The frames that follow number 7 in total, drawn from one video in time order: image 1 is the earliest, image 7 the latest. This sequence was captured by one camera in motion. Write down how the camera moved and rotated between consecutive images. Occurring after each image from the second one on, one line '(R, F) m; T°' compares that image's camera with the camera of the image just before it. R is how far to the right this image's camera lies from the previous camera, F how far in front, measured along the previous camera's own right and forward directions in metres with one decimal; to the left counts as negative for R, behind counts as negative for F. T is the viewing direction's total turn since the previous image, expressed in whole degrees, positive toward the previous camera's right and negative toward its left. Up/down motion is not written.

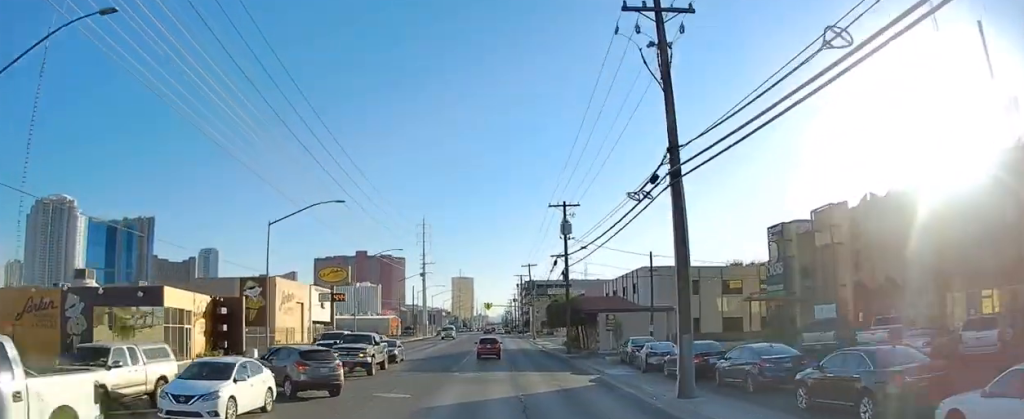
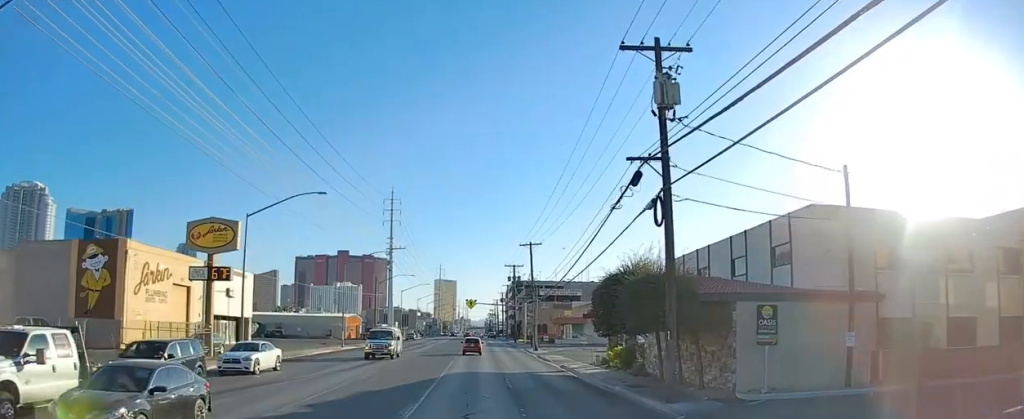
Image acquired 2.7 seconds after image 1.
(-0.5, +30.0) m; +2°
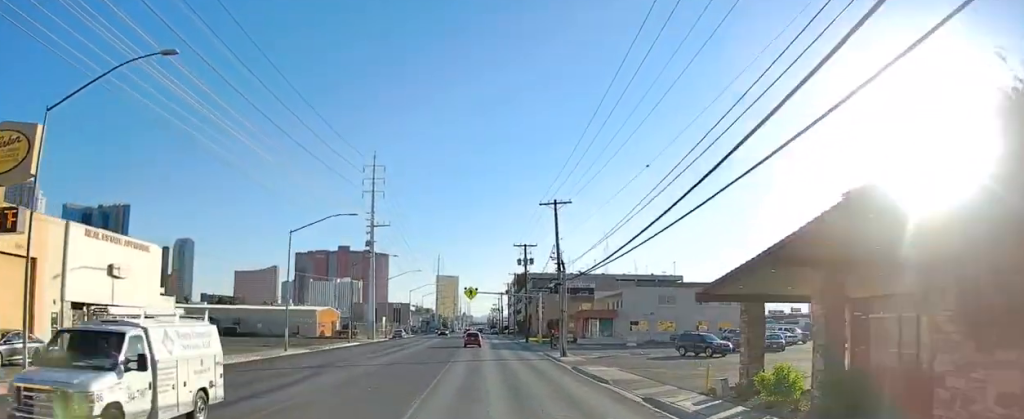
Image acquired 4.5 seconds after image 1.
(+1.3, +22.8) m; +3°
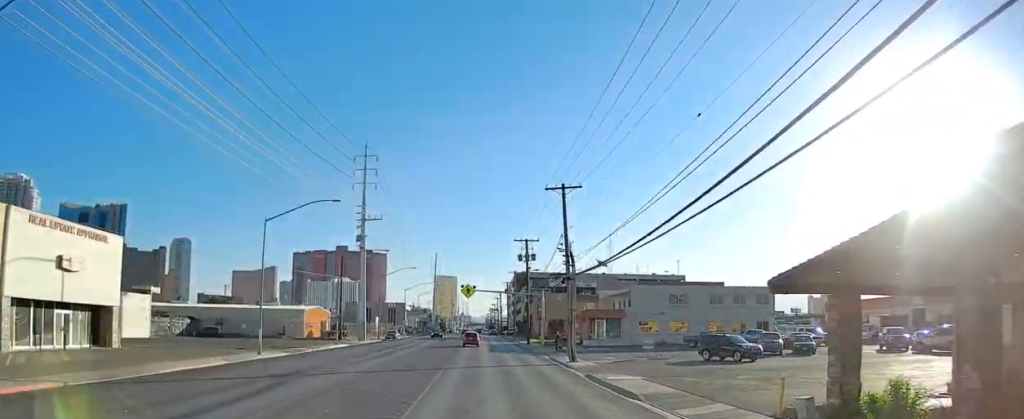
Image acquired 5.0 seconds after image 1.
(+0.1, +6.4) m; 0°
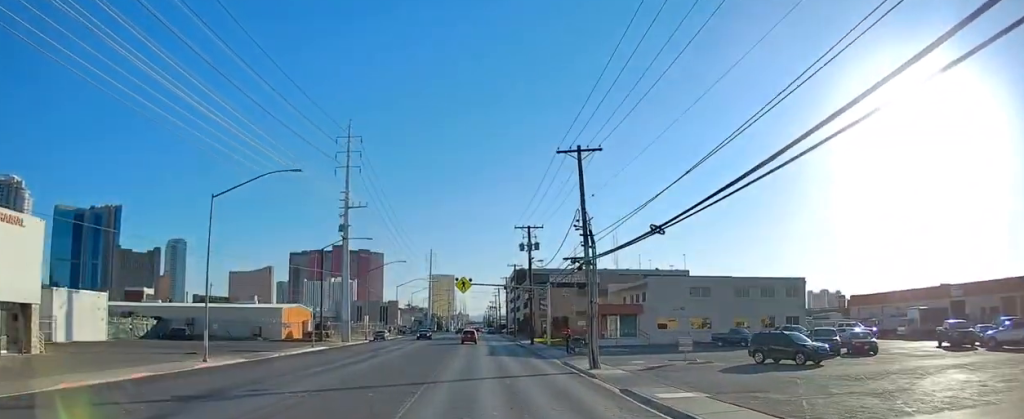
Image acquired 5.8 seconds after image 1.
(-0.2, +9.4) m; -1°
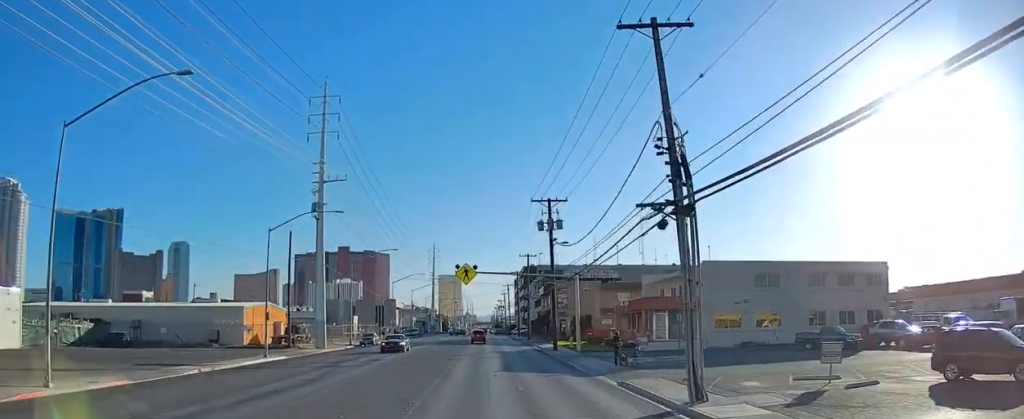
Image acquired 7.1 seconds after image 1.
(-0.2, +15.3) m; -2°
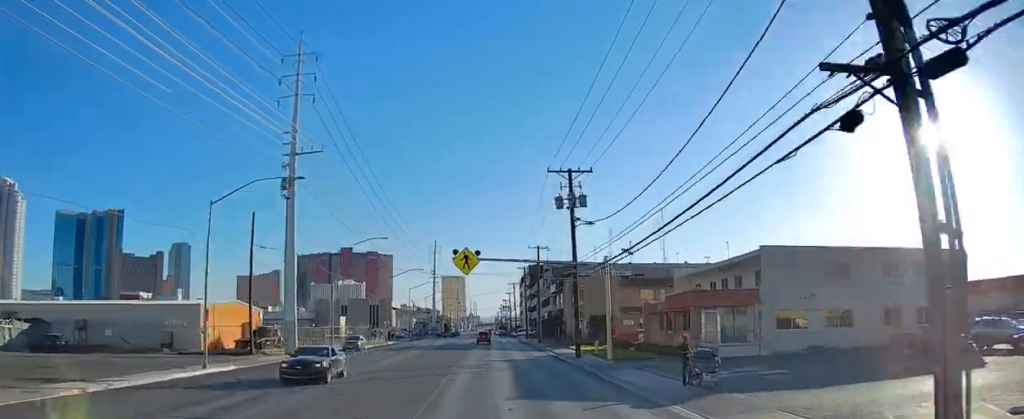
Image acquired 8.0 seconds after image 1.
(-0.2, +11.0) m; 0°
